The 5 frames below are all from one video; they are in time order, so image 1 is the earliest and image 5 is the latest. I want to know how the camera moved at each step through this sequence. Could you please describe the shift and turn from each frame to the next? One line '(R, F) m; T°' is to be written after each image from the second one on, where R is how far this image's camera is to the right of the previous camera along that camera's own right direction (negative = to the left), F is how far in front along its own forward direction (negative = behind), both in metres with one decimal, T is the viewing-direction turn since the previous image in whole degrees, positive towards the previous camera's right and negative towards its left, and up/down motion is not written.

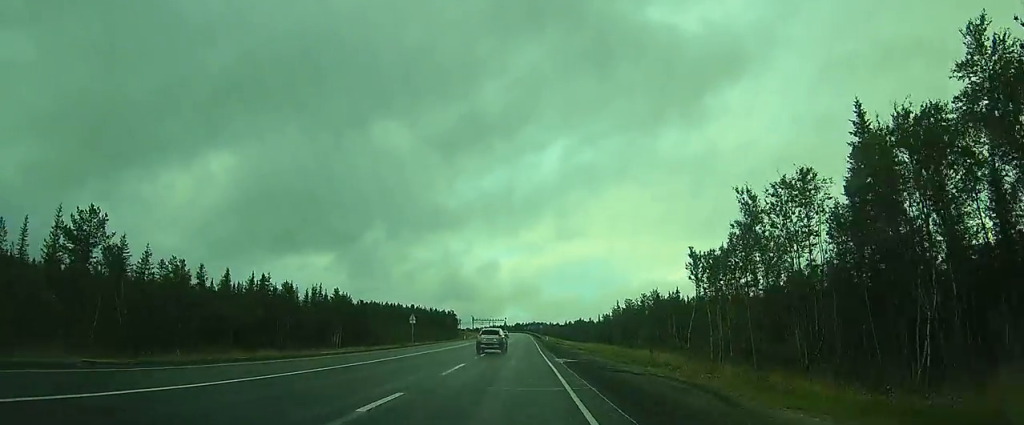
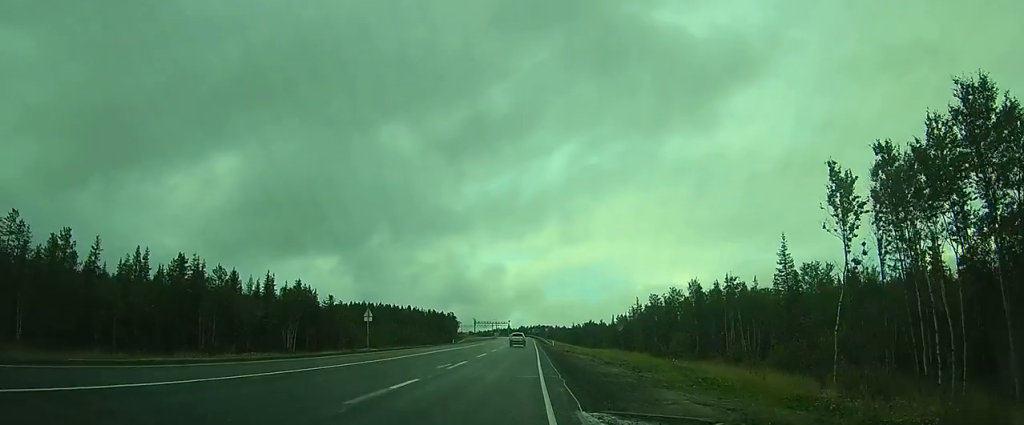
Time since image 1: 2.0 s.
(+0.2, +24.9) m; +1°
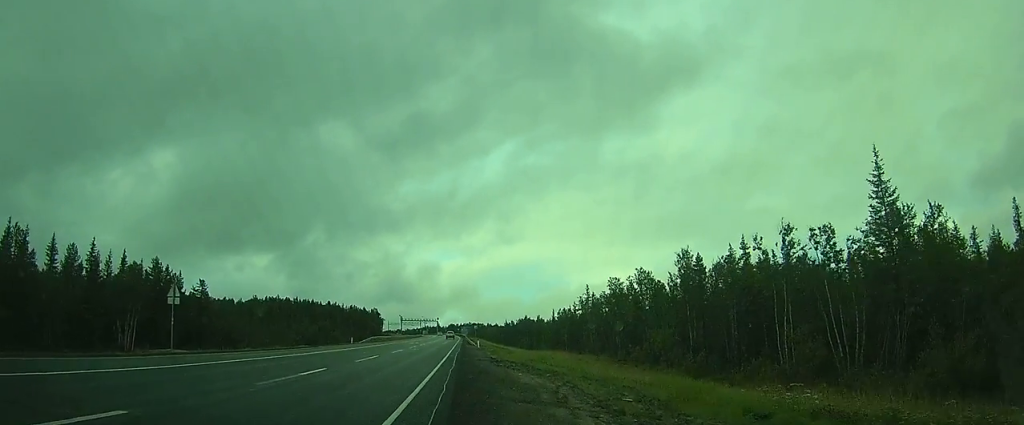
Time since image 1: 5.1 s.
(+1.3, +28.0) m; +5°
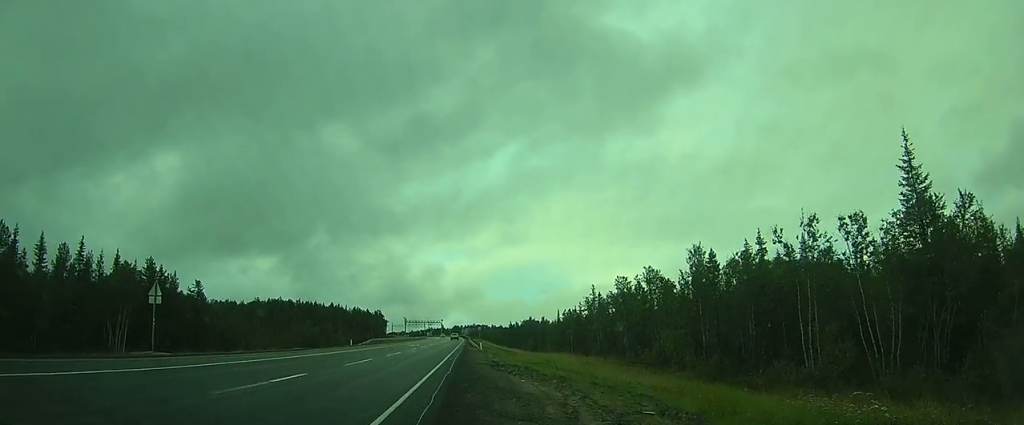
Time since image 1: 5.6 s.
(0.0, +3.2) m; 0°
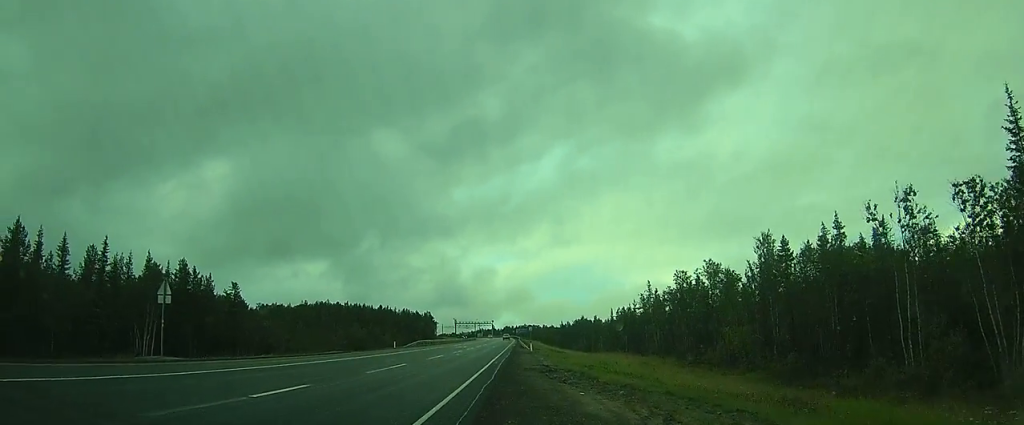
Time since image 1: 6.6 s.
(0.0, +5.5) m; 0°
